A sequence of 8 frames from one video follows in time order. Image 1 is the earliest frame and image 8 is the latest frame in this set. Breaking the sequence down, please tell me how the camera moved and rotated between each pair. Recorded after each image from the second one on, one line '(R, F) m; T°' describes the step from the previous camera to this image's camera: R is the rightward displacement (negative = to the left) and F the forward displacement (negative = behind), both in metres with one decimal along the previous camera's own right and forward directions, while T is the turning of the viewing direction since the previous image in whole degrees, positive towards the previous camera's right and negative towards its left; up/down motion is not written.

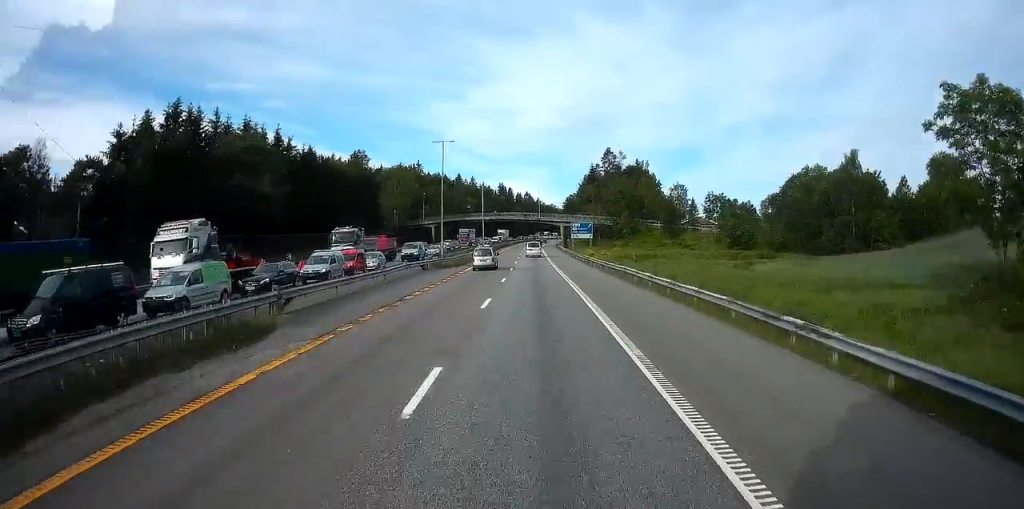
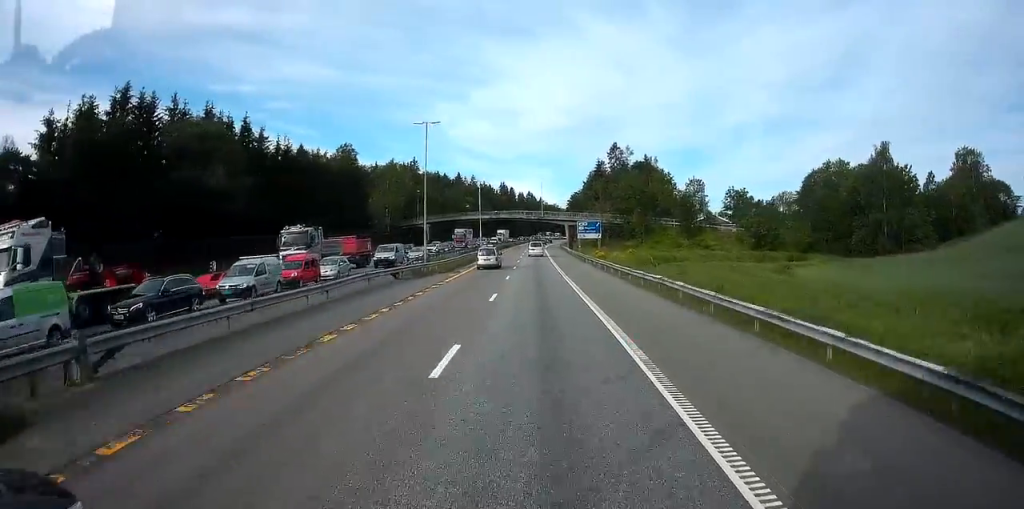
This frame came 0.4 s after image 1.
(+0.1, +9.8) m; 0°
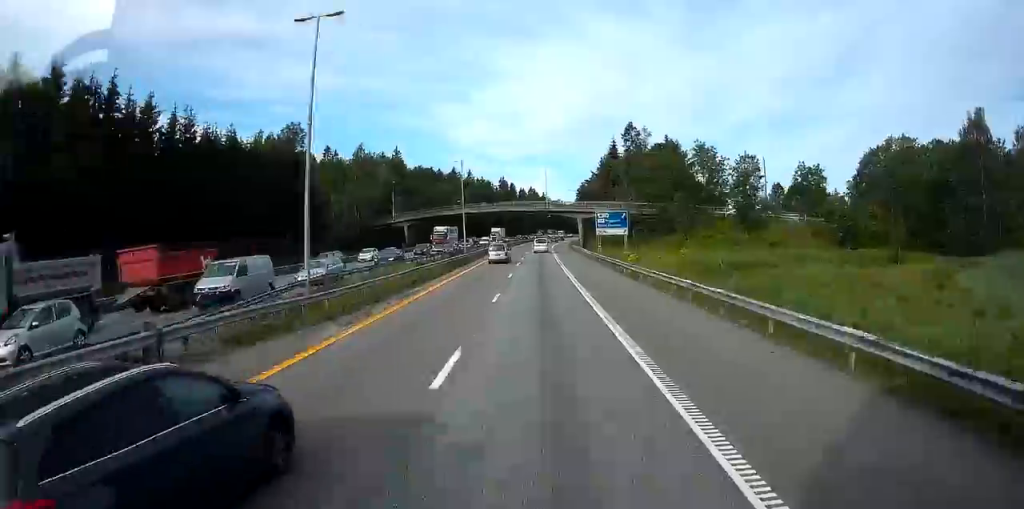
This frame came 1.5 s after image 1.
(-0.2, +25.0) m; 0°
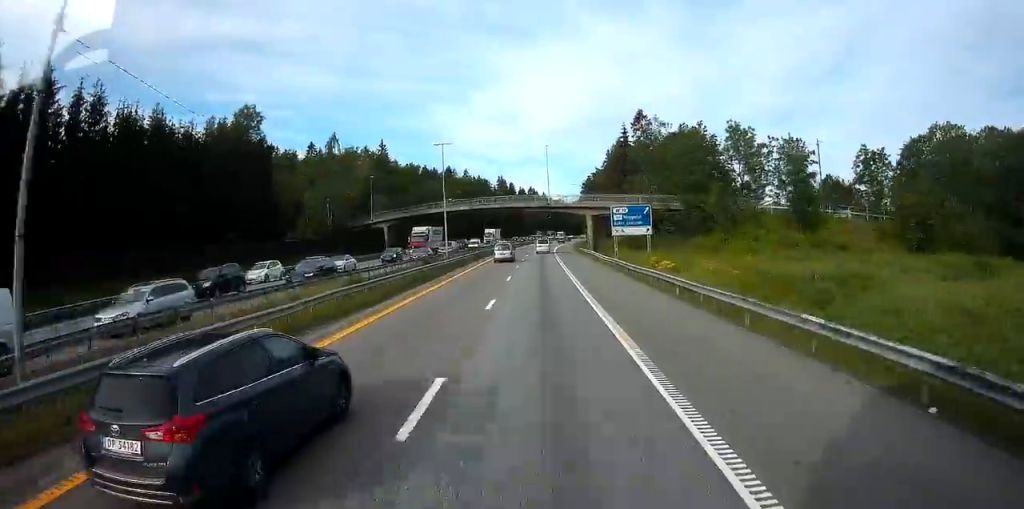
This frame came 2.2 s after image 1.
(+0.2, +14.4) m; 0°
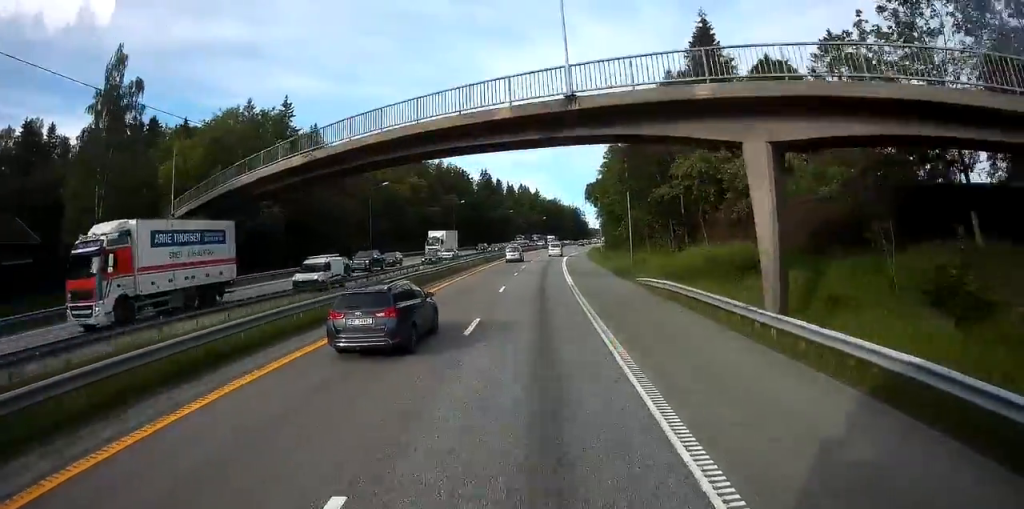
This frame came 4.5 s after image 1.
(+0.2, +52.9) m; +1°
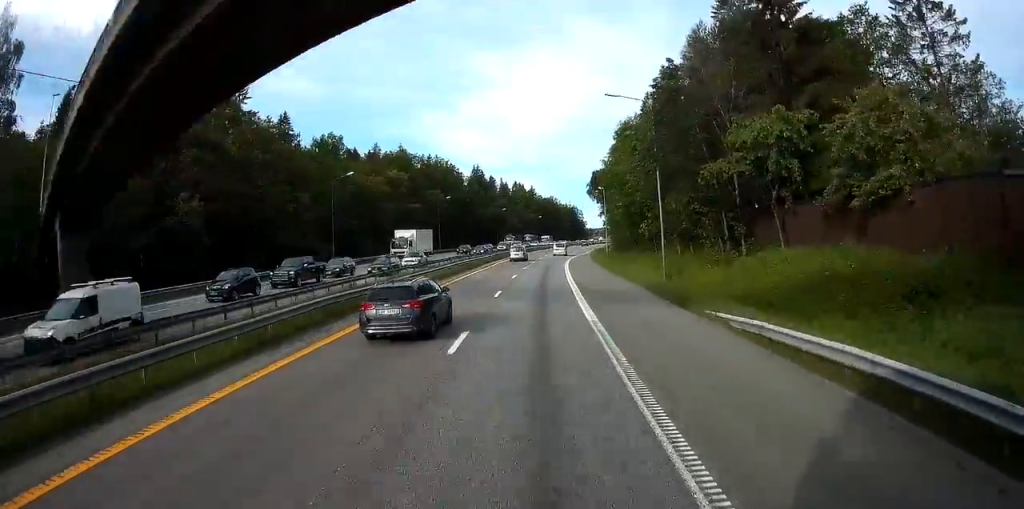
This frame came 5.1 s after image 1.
(0.0, +14.0) m; 0°
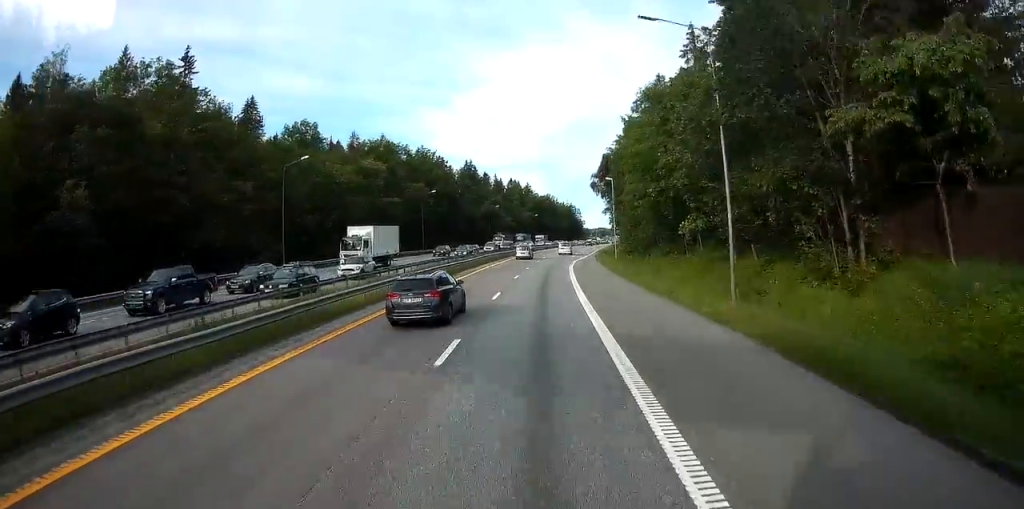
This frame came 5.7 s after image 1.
(0.0, +13.3) m; 0°
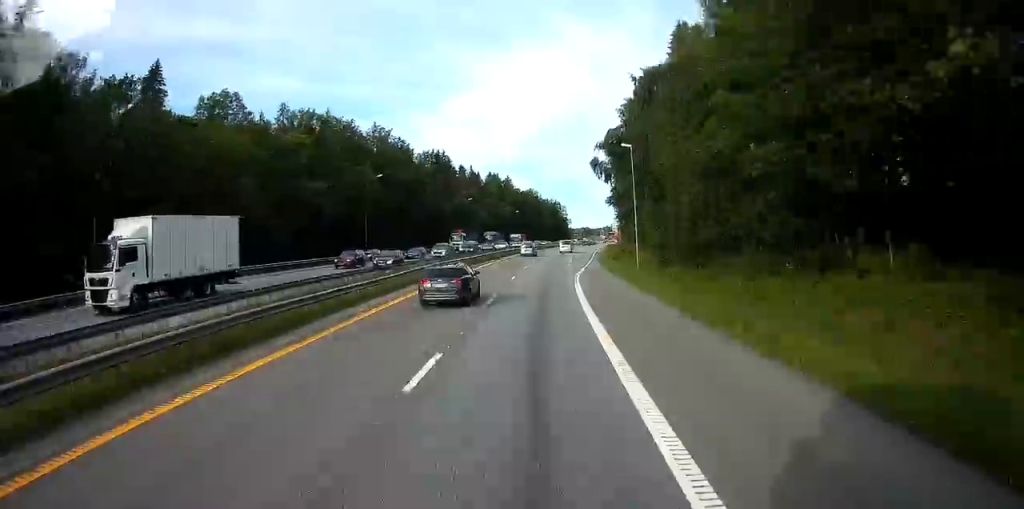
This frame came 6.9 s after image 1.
(+0.4, +25.7) m; +3°
